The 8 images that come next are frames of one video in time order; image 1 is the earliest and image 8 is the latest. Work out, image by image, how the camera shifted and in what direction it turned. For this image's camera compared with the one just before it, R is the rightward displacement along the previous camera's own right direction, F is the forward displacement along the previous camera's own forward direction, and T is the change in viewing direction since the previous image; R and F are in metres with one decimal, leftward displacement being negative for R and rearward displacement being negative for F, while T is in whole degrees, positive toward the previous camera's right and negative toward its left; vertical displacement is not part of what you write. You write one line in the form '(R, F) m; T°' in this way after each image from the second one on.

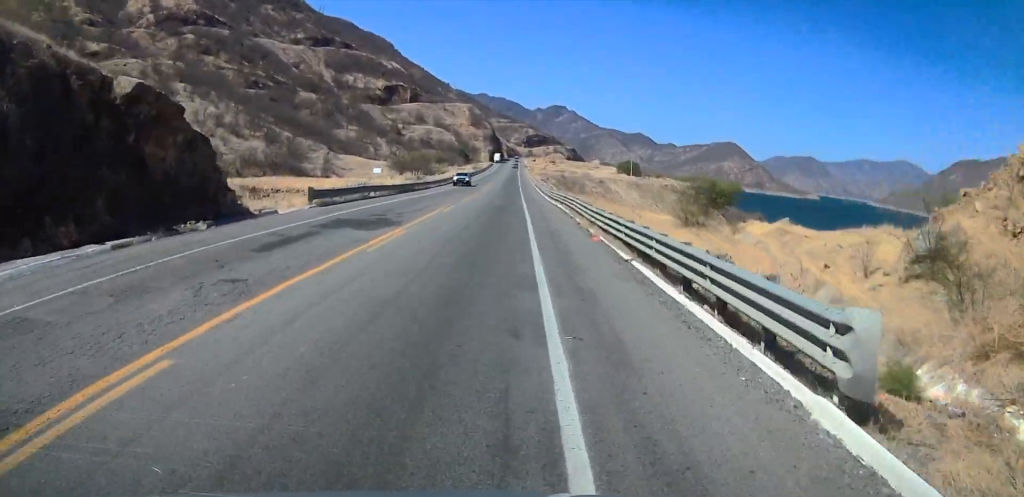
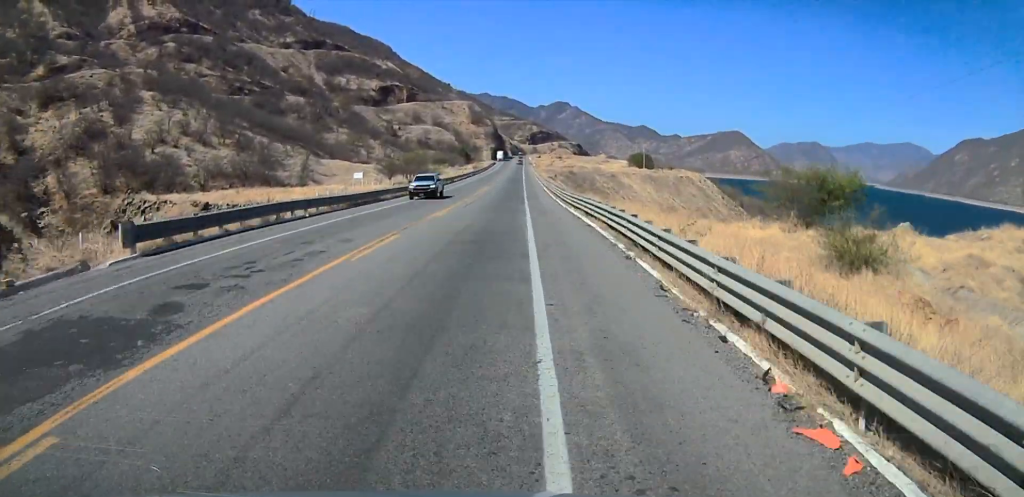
(0.0, +16.4) m; 0°
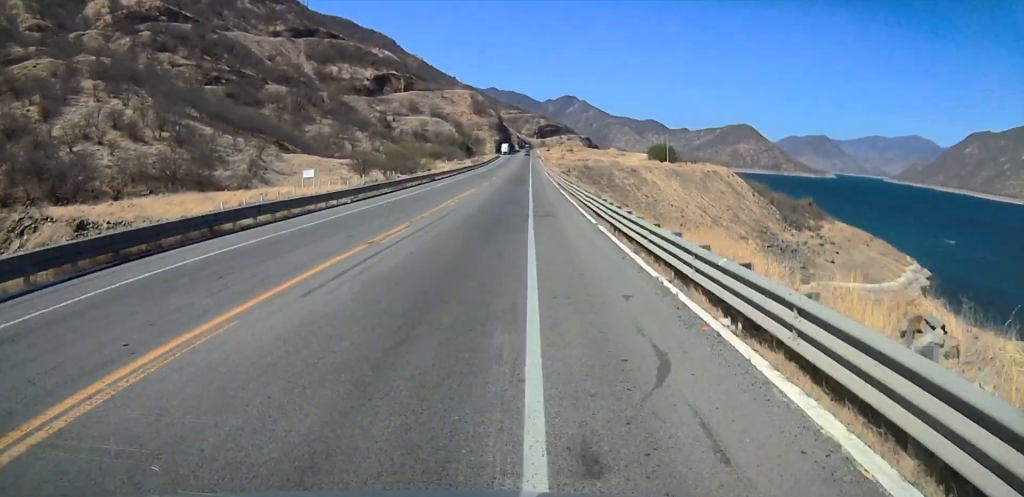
(0.0, +25.2) m; 0°
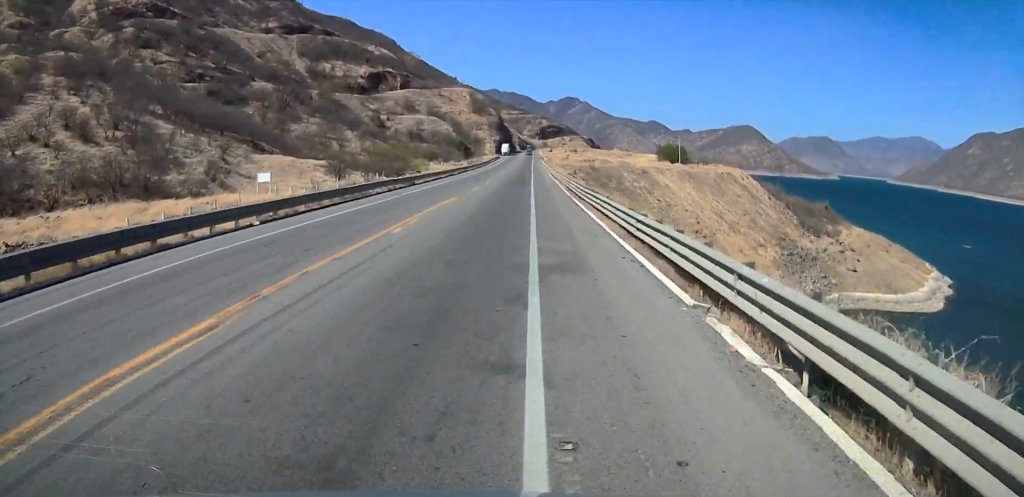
(0.0, +13.5) m; 0°
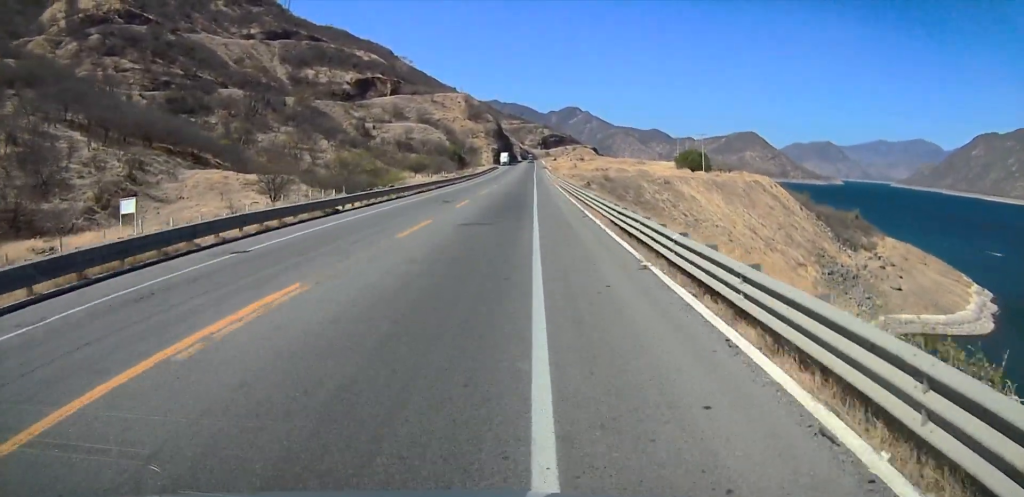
(0.0, +22.9) m; 0°
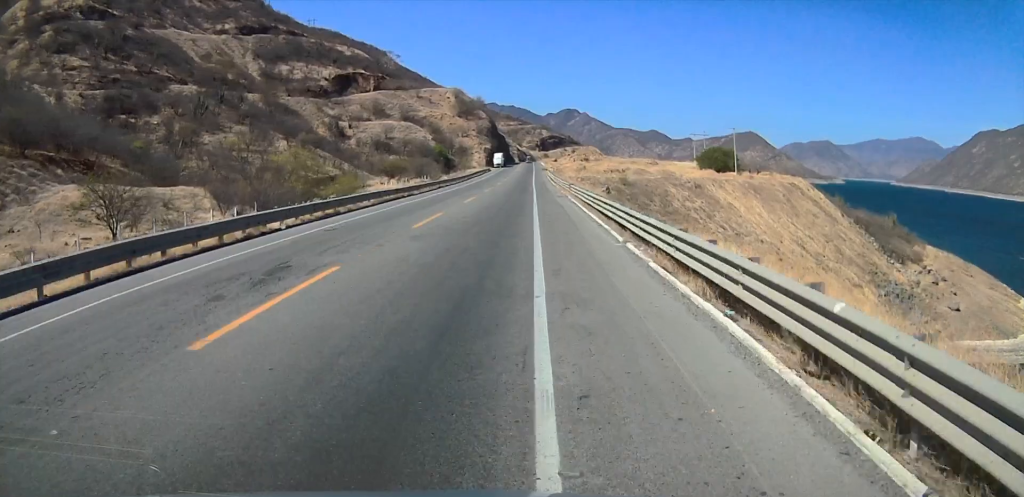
(0.0, +26.2) m; 0°
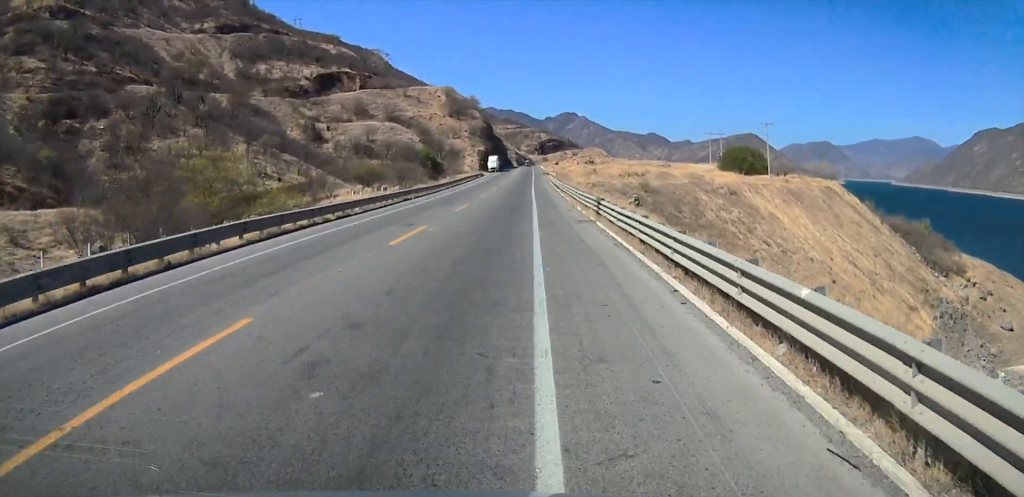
(0.0, +19.2) m; 0°
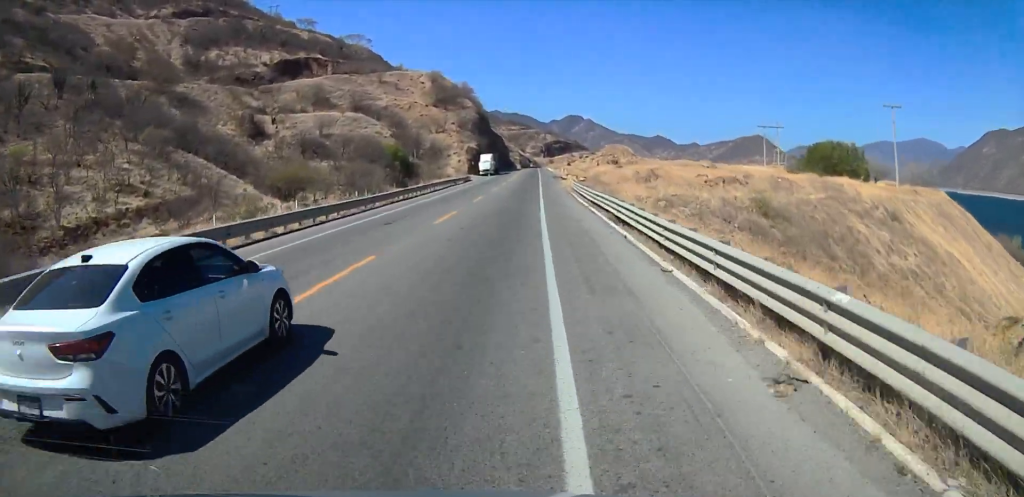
(0.0, +40.1) m; 0°
